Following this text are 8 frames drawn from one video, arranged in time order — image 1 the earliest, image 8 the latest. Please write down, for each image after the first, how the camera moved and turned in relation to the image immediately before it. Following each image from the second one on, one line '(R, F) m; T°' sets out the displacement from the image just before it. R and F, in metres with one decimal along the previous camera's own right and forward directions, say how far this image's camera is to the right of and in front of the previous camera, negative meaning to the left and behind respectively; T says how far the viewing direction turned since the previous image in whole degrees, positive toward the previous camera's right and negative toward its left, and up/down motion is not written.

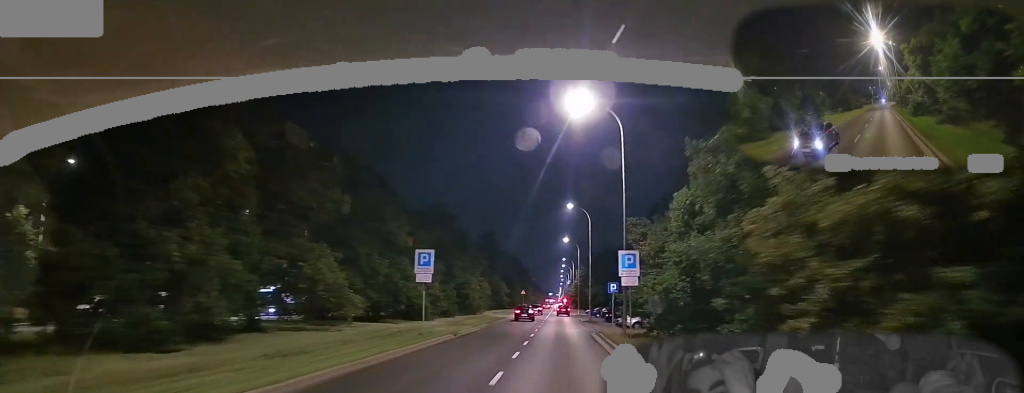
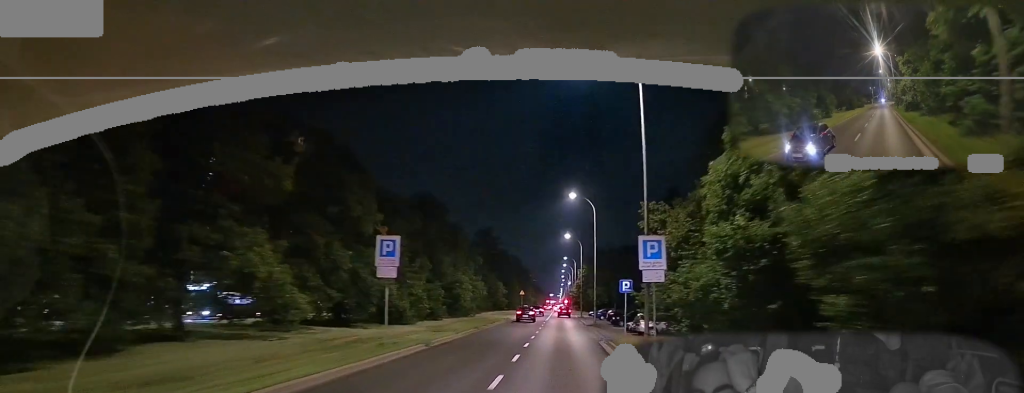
(0.0, +6.4) m; 0°
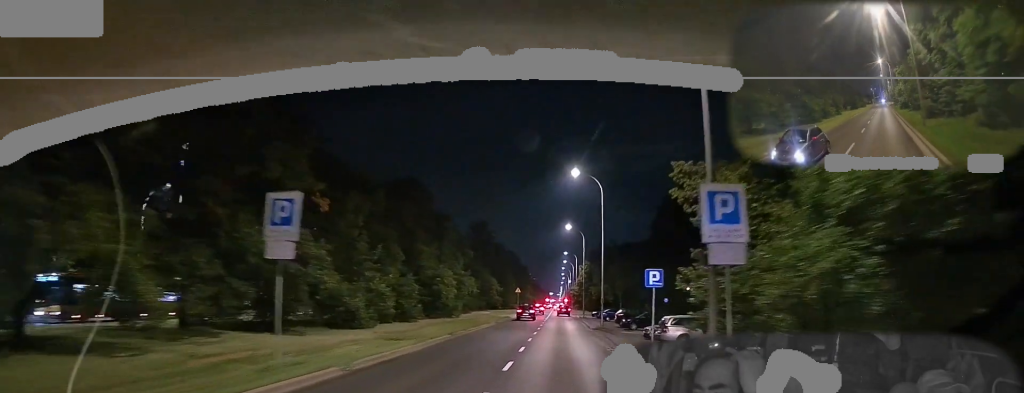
(-0.1, +8.9) m; 0°
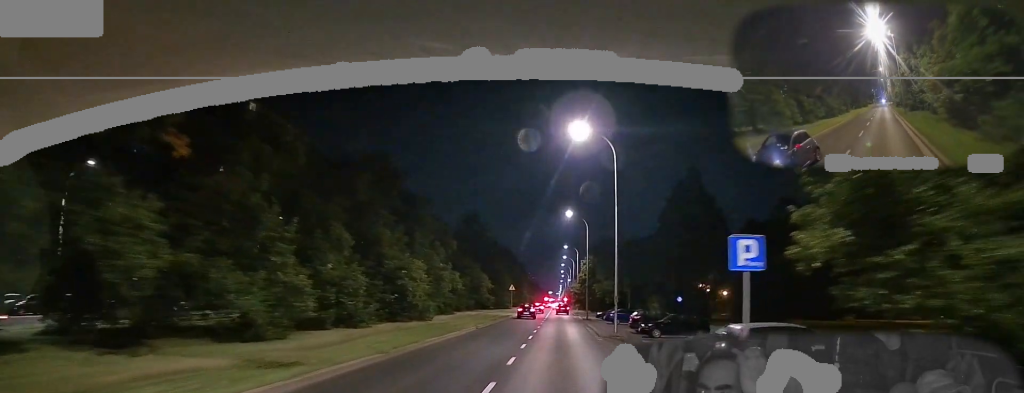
(+0.1, +10.7) m; +1°
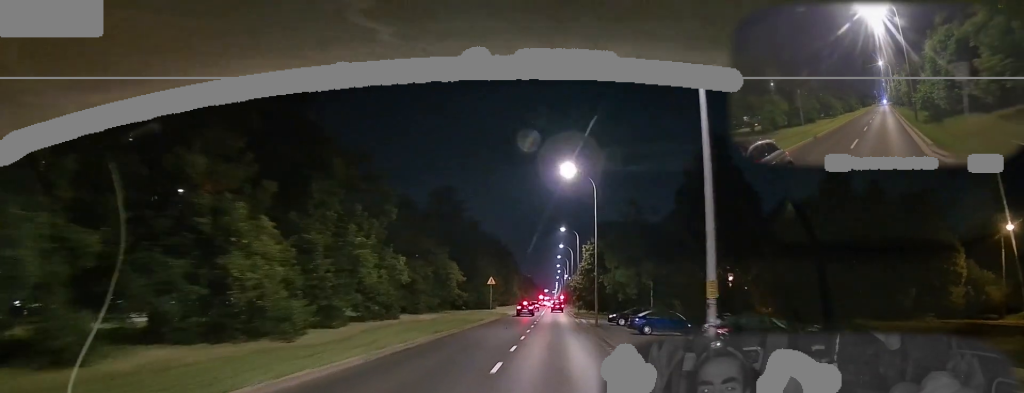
(+0.2, +20.5) m; 0°
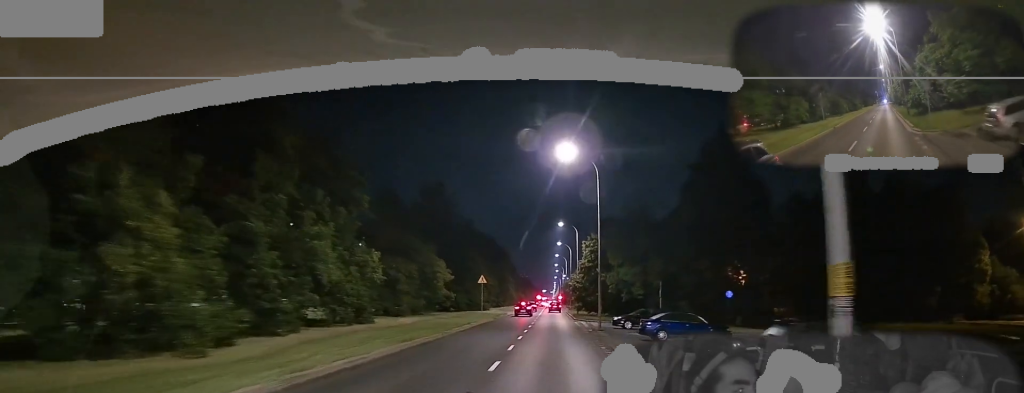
(+0.1, +5.5) m; 0°
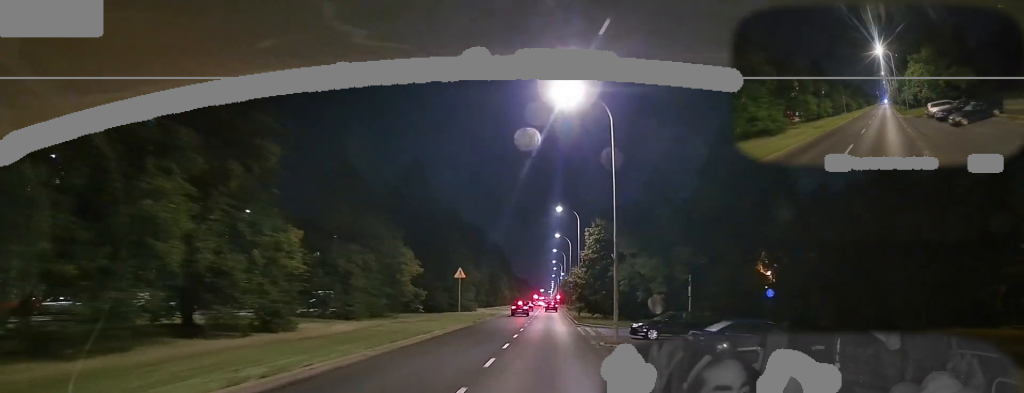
(-0.2, +11.5) m; 0°
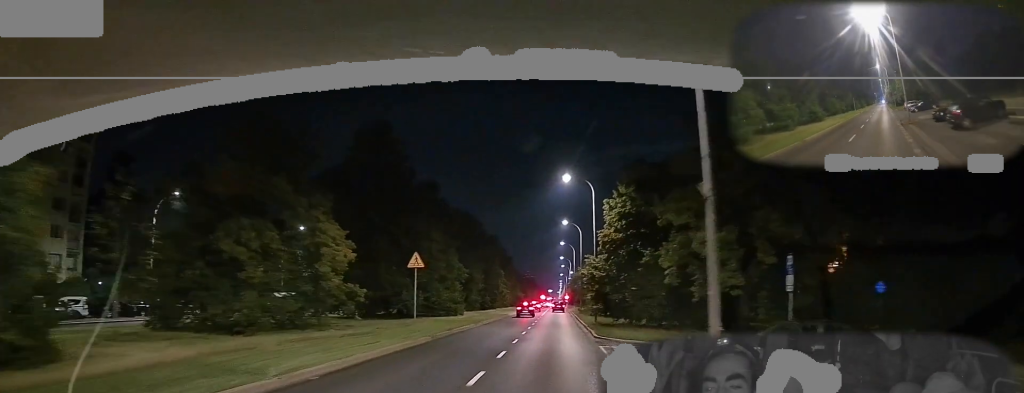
(+0.1, +15.7) m; -1°
